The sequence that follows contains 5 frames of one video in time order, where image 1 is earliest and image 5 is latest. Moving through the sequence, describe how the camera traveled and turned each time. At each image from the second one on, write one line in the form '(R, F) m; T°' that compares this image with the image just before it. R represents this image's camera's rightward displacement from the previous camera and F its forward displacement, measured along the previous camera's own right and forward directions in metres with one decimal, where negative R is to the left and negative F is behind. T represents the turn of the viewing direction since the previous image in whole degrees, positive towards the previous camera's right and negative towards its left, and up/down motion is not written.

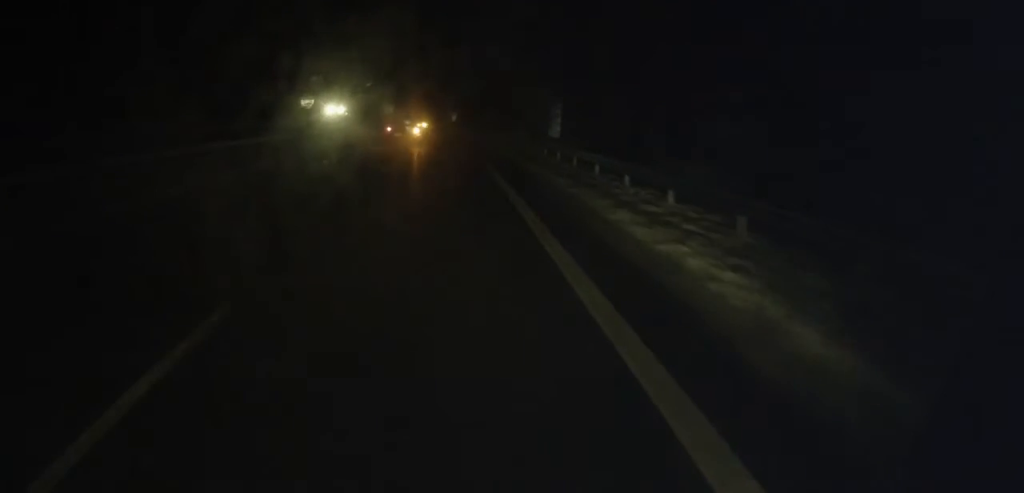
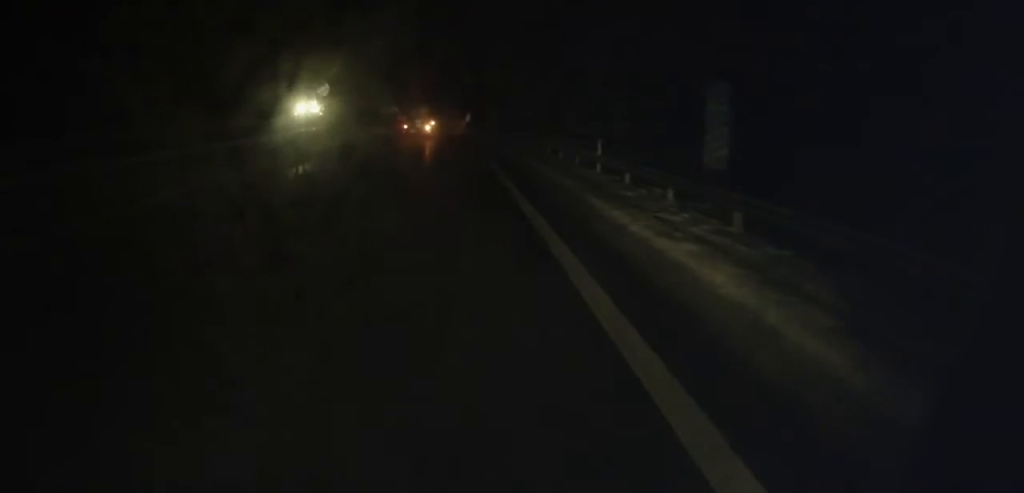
(-0.3, +23.6) m; -1°
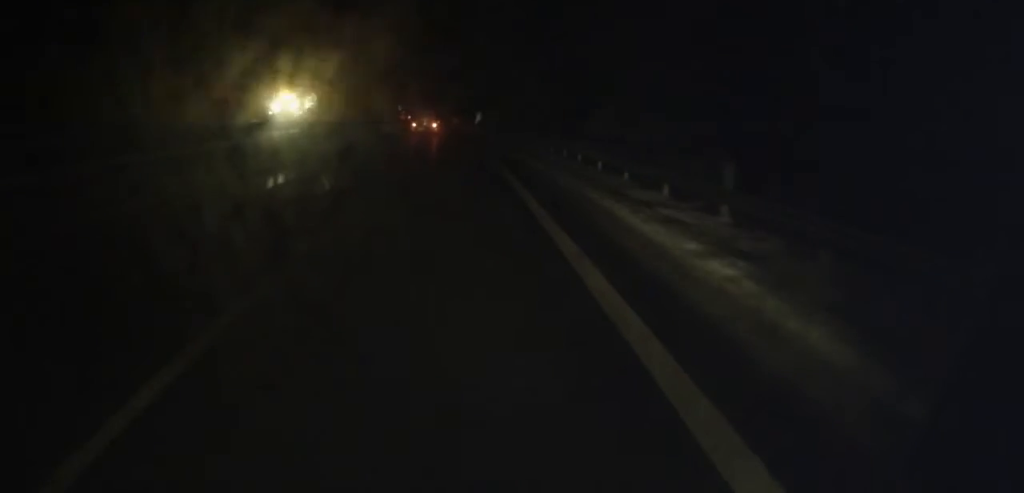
(-0.4, +11.0) m; 0°
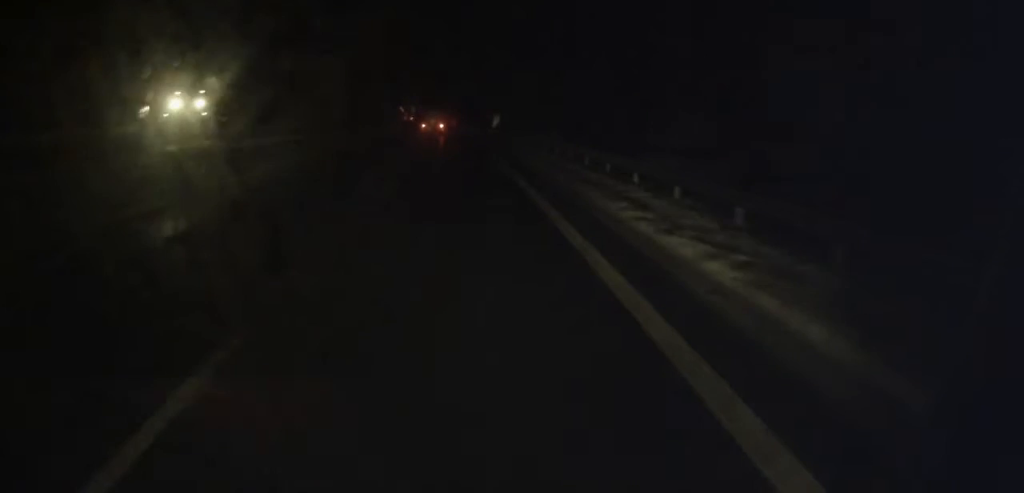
(+0.8, +19.9) m; +1°
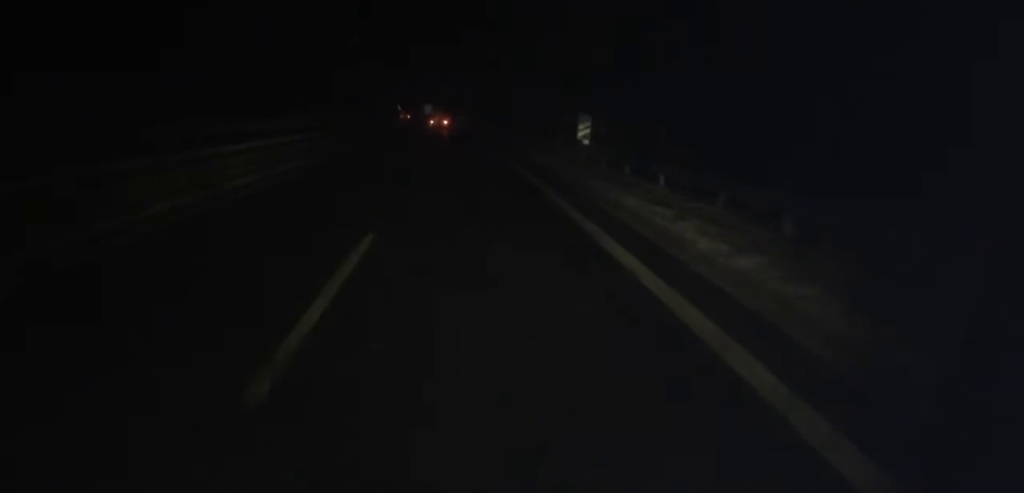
(-2.2, +49.2) m; -5°
